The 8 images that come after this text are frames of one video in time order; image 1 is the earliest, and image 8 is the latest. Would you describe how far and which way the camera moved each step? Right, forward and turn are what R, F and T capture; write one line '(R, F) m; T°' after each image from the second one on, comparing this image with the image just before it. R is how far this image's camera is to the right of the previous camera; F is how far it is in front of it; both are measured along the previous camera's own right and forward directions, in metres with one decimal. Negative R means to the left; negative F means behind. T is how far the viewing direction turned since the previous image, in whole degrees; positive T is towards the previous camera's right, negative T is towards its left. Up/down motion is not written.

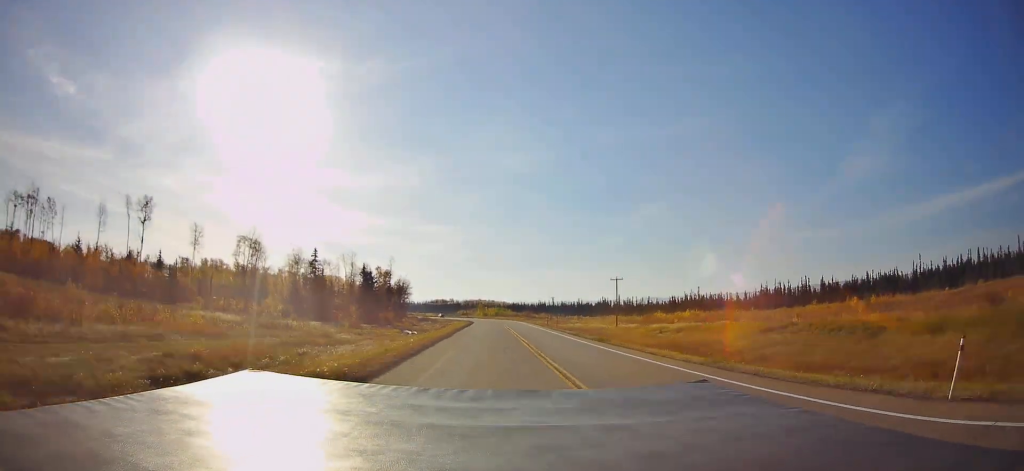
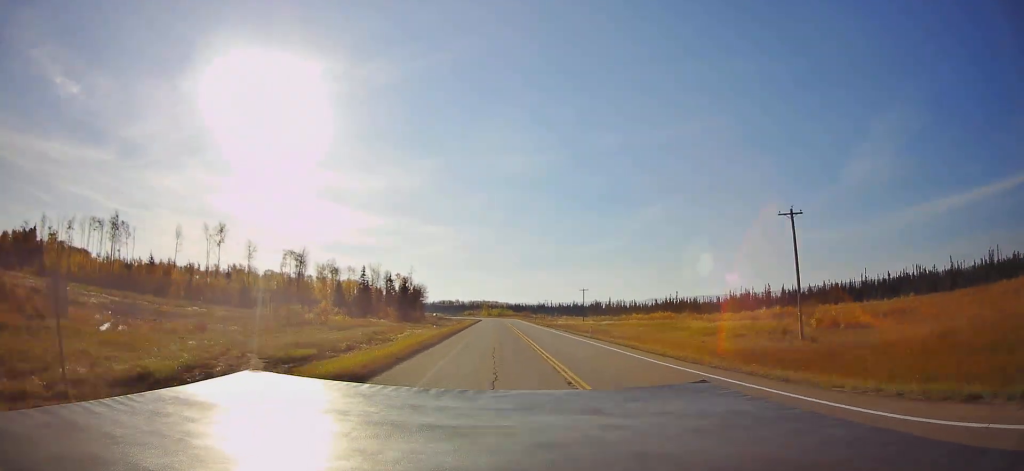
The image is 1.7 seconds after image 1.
(0.0, +36.3) m; 0°
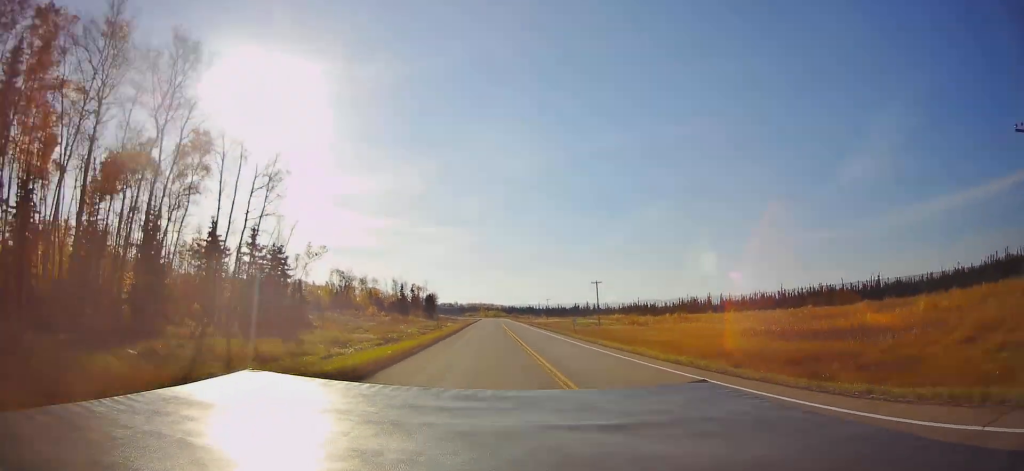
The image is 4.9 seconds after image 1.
(-0.3, +68.4) m; 0°
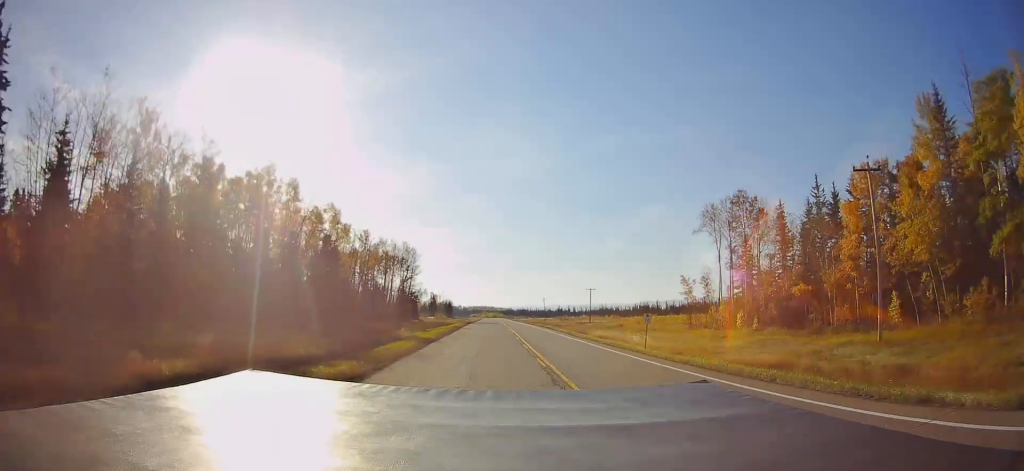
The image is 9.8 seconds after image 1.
(+0.6, +104.6) m; +1°
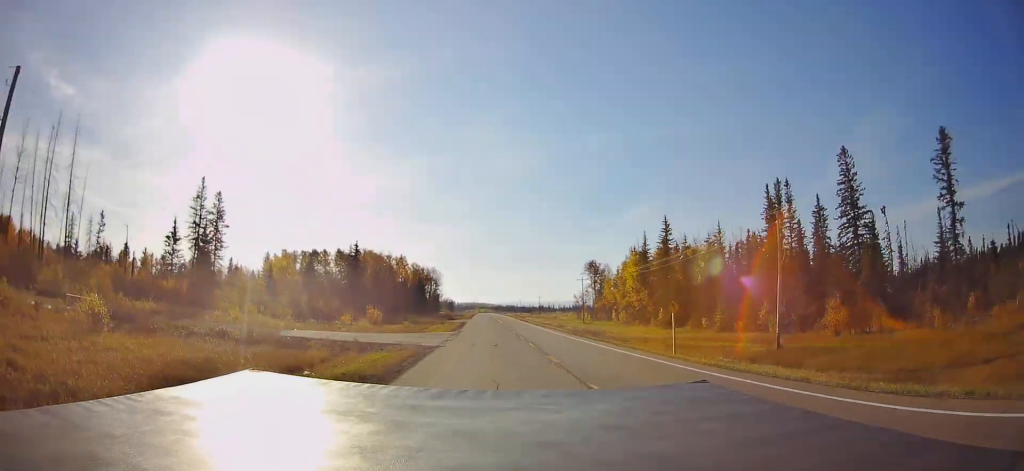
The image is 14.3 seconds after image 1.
(+0.5, +97.3) m; +1°
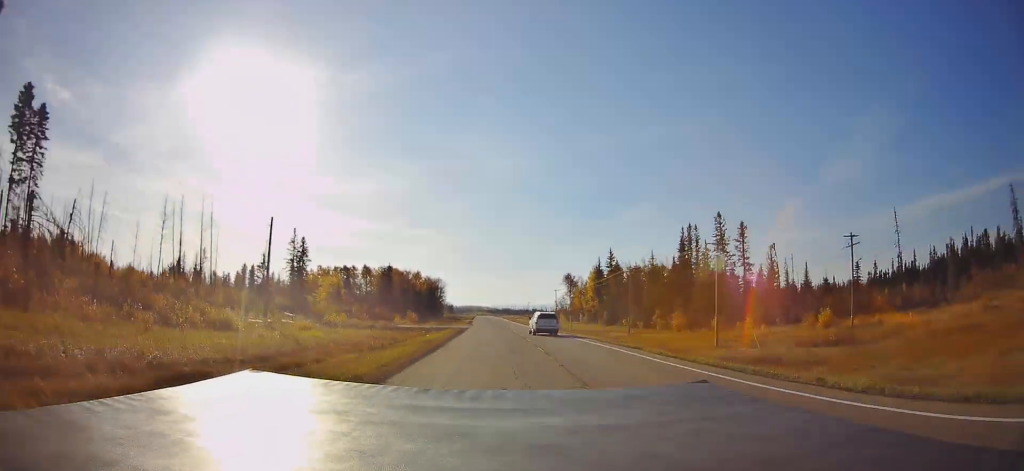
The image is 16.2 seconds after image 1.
(+0.1, +41.6) m; 0°
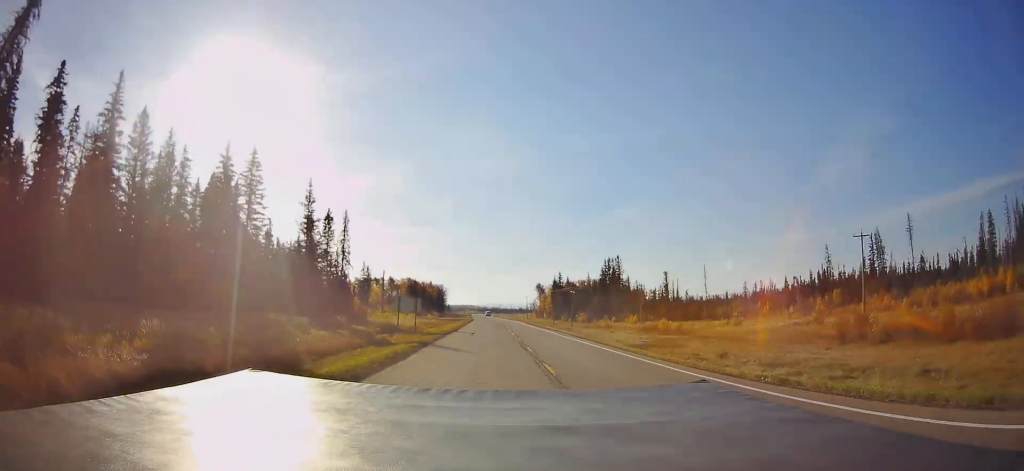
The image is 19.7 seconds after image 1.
(+0.4, +77.5) m; +1°
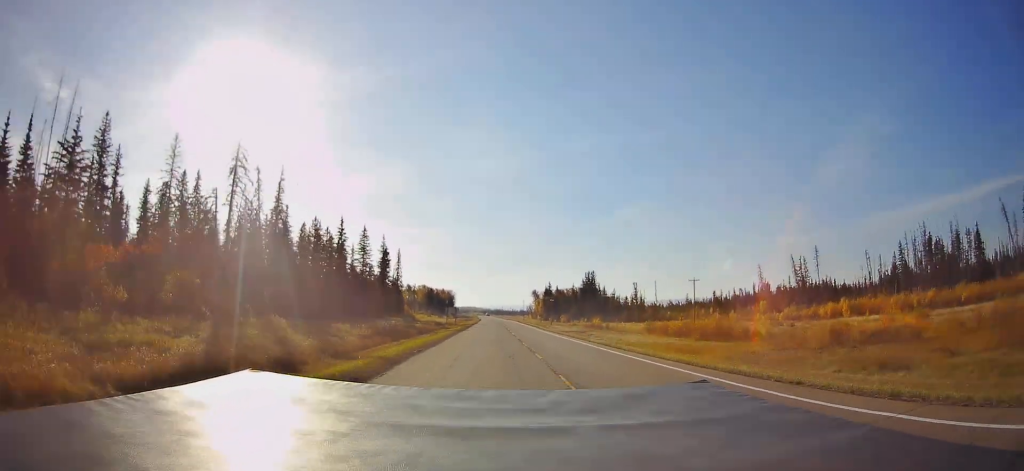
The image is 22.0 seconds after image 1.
(+0.1, +51.0) m; +1°
